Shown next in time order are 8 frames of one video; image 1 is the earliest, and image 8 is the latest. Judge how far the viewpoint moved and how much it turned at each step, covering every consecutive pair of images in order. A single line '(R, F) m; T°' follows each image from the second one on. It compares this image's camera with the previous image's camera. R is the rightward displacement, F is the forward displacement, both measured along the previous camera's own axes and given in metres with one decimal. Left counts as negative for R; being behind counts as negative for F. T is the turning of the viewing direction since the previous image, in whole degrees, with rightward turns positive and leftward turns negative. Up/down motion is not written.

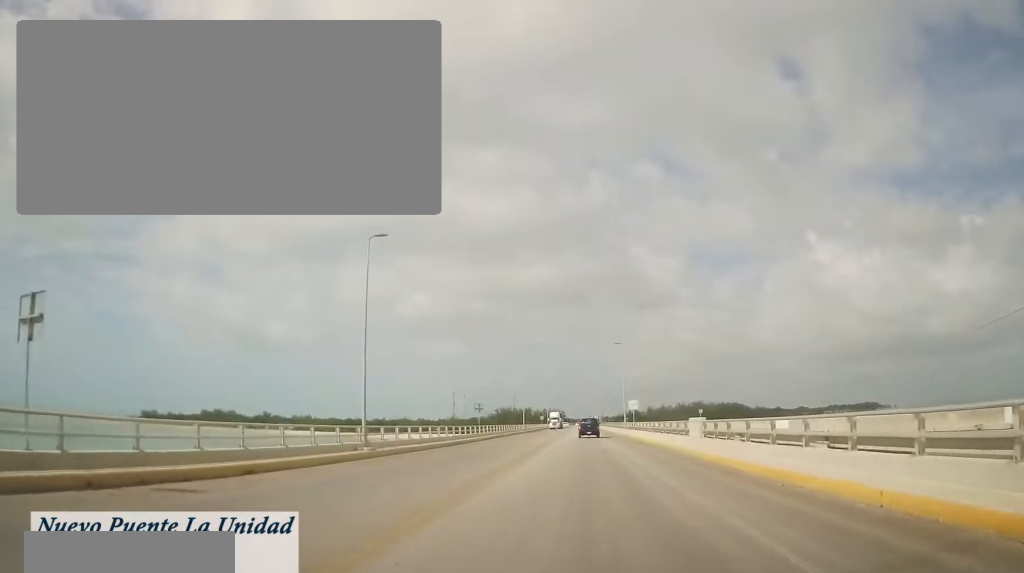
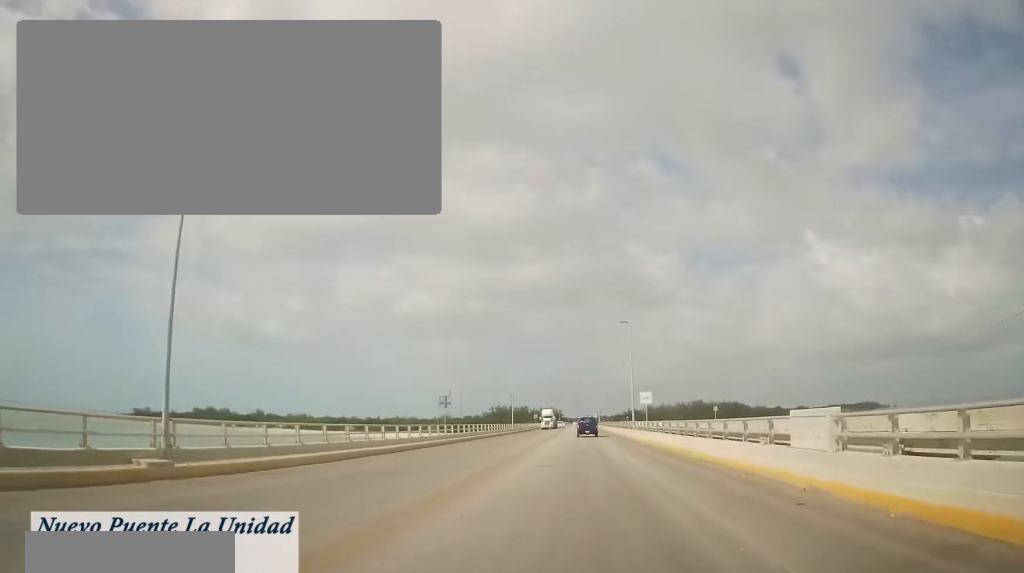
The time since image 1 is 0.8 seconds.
(0.0, +13.7) m; -1°
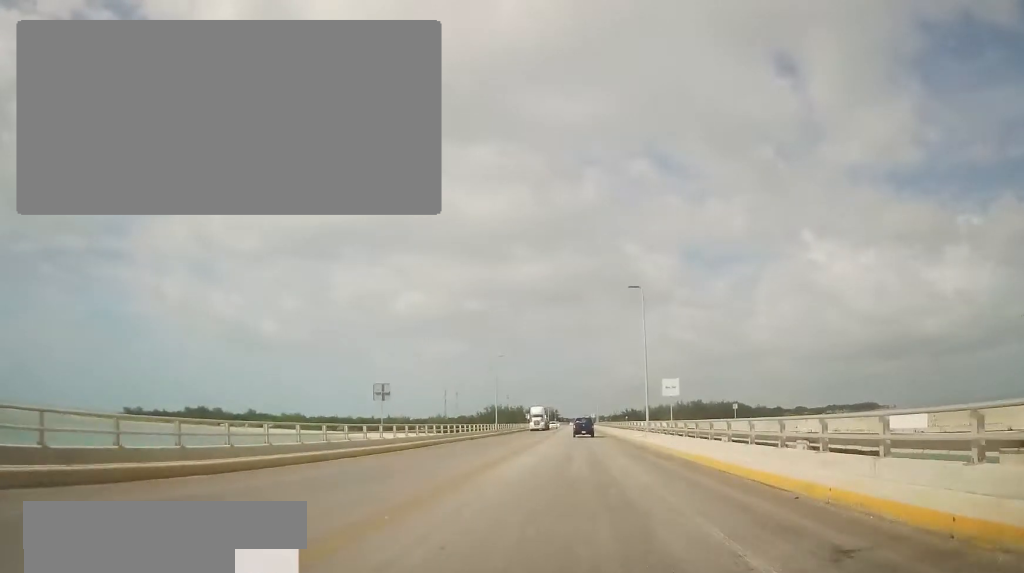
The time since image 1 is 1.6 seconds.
(-0.2, +13.8) m; -1°
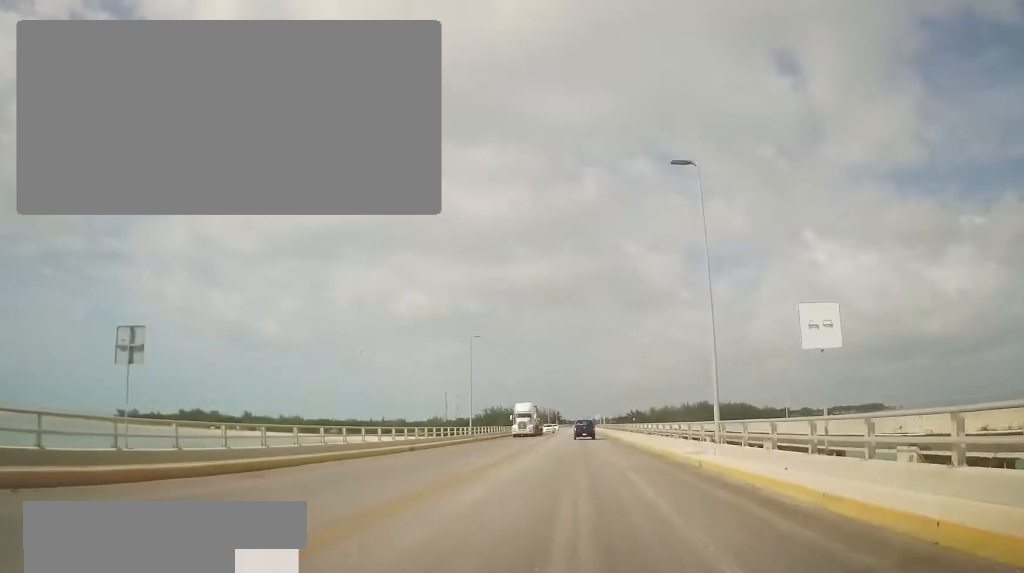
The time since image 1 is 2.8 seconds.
(-0.2, +19.5) m; 0°
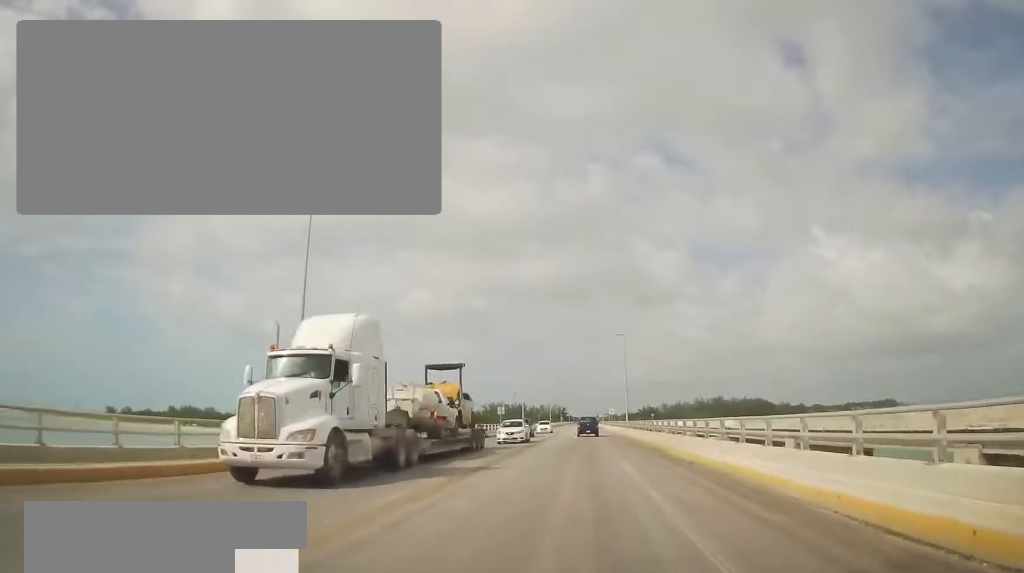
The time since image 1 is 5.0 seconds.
(-0.6, +36.9) m; -2°
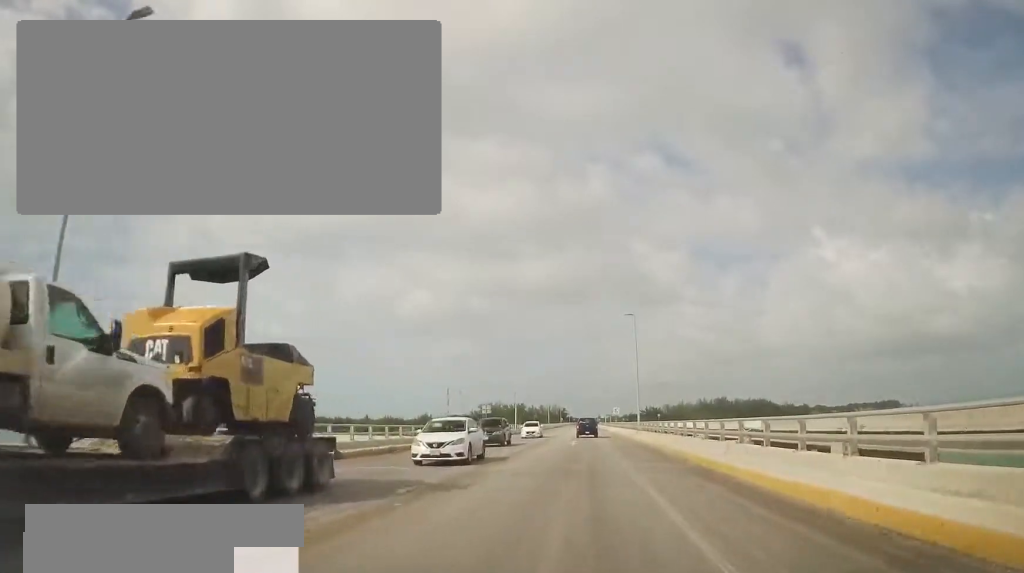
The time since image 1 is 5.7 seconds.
(+0.1, +12.0) m; 0°
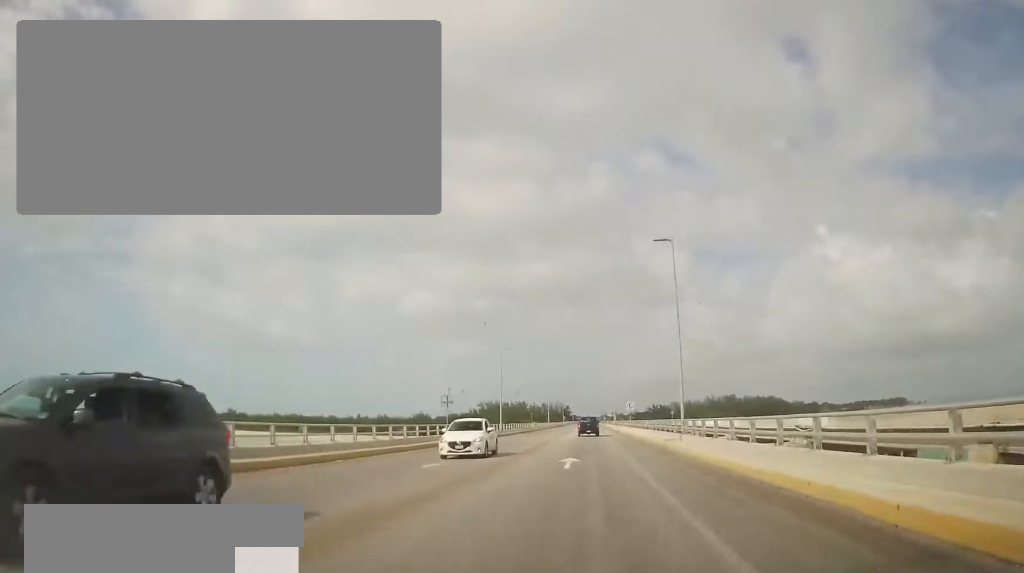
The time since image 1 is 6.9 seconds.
(-0.1, +19.8) m; -1°
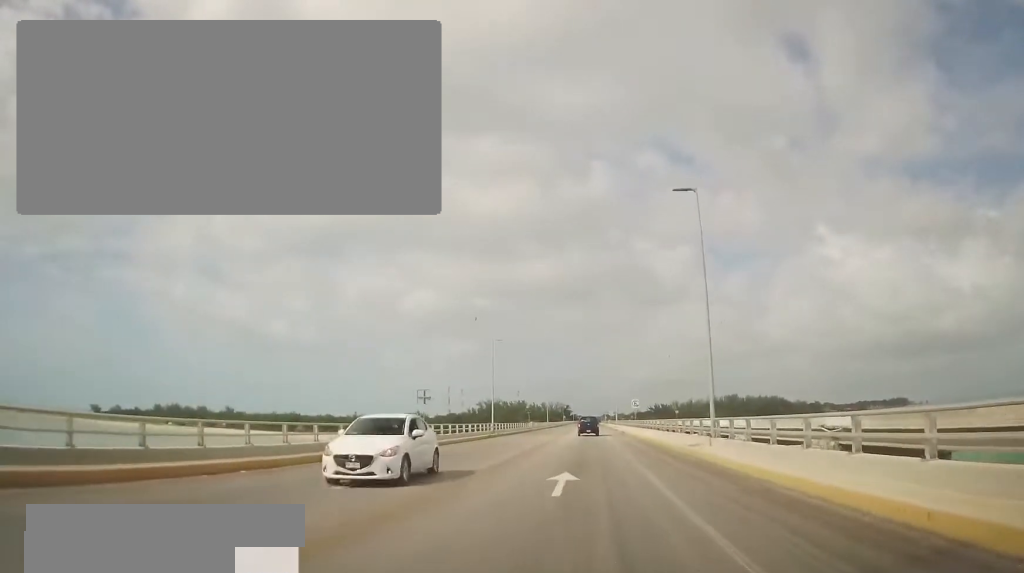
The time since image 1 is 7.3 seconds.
(-0.1, +6.6) m; +1°
